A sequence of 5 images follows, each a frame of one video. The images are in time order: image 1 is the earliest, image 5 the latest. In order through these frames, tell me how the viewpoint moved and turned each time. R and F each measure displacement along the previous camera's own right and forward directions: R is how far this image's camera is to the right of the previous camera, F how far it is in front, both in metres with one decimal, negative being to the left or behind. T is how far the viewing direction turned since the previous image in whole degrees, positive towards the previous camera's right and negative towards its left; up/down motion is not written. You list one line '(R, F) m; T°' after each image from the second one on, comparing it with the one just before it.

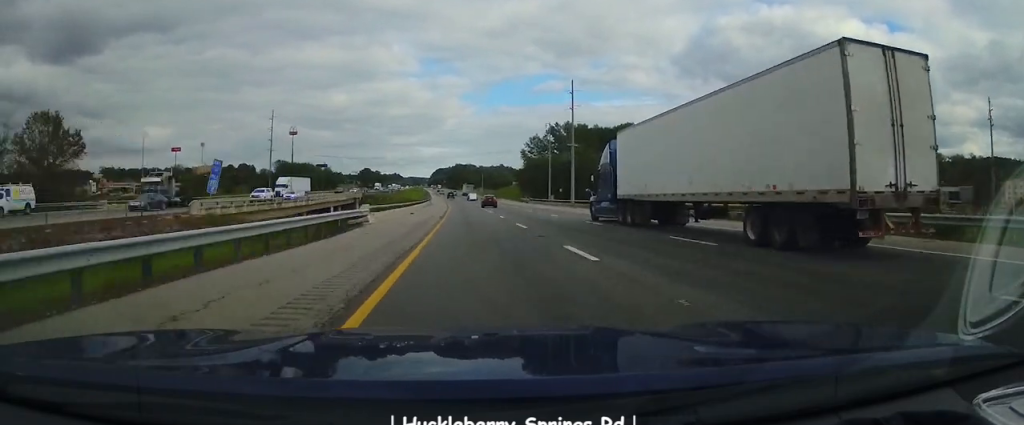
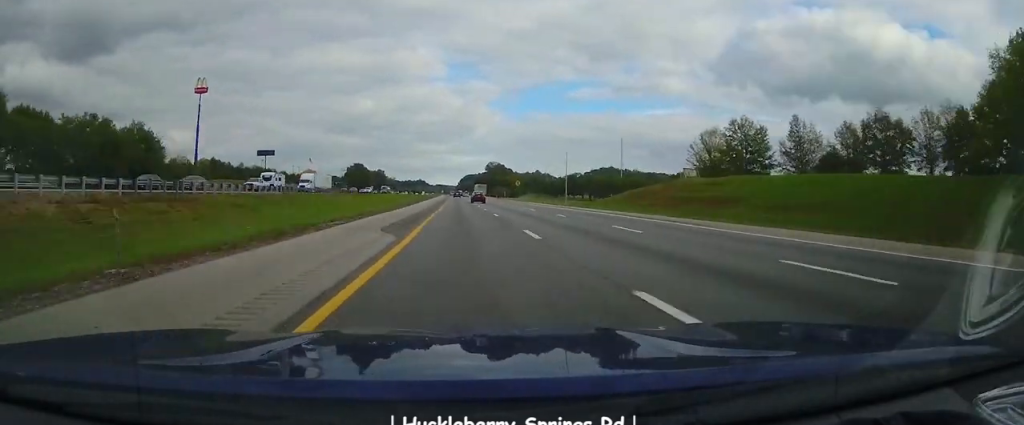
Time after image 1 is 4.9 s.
(-4.2, +176.5) m; -1°
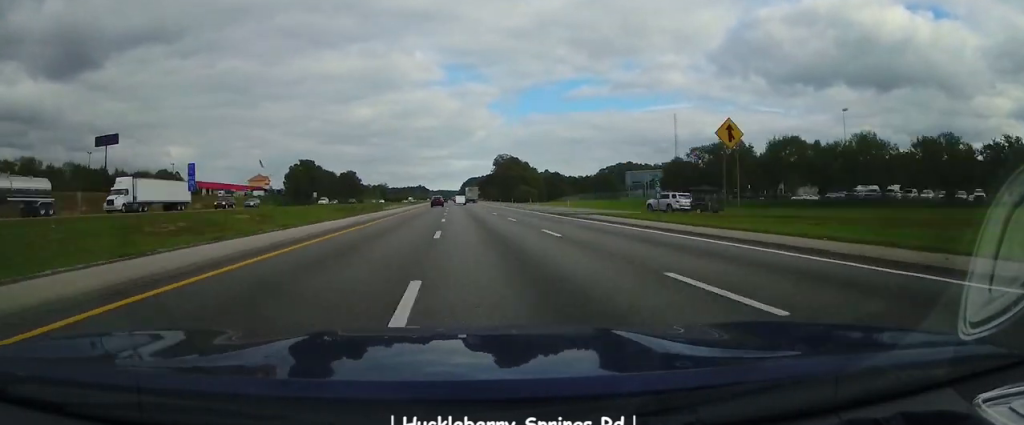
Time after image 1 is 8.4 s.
(+1.0, +121.1) m; -1°
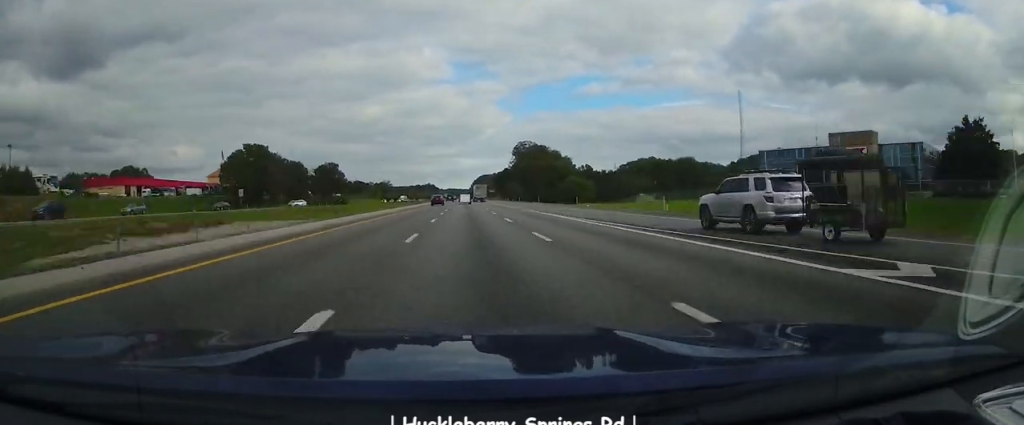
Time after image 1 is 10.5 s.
(-1.2, +73.0) m; -1°
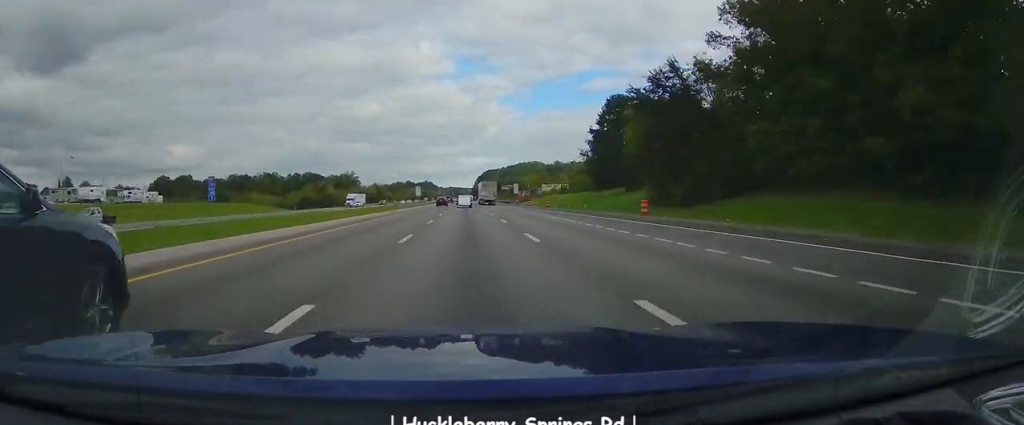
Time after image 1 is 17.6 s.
(-1.3, +239.5) m; 0°
